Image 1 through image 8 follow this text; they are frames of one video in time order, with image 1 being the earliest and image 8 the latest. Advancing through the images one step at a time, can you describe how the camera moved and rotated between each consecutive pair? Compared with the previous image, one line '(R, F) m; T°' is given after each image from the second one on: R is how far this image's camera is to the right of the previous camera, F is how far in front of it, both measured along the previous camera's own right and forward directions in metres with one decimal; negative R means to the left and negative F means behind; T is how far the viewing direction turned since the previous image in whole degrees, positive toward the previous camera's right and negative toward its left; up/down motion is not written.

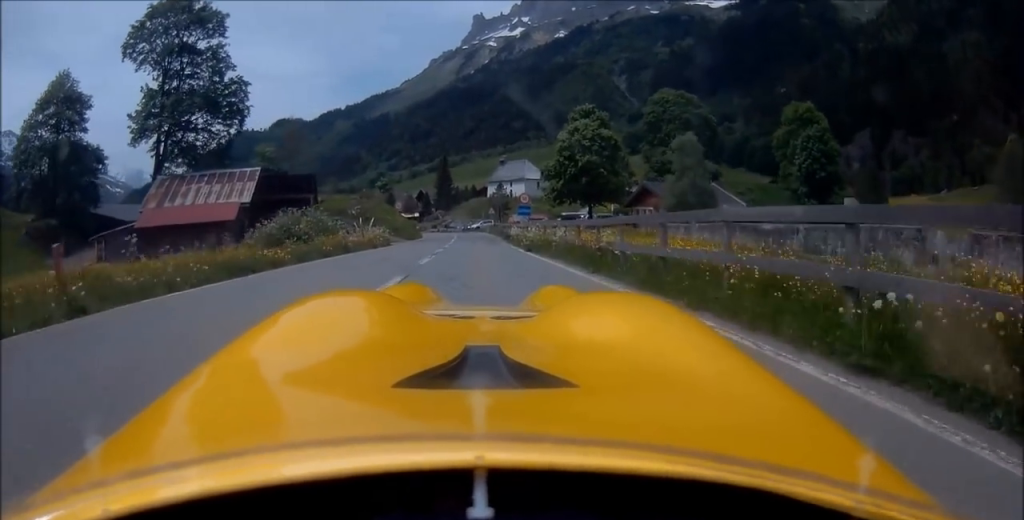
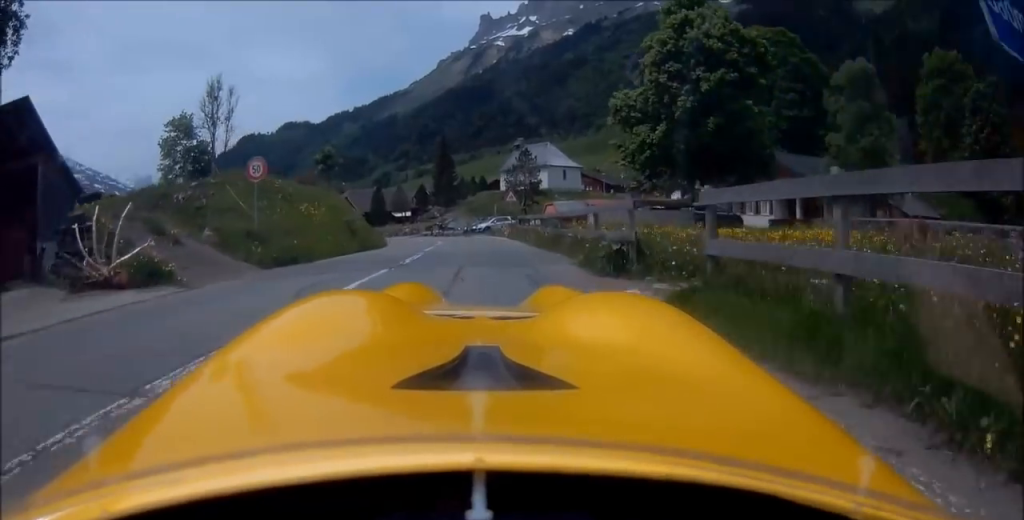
(+0.1, +28.7) m; -1°
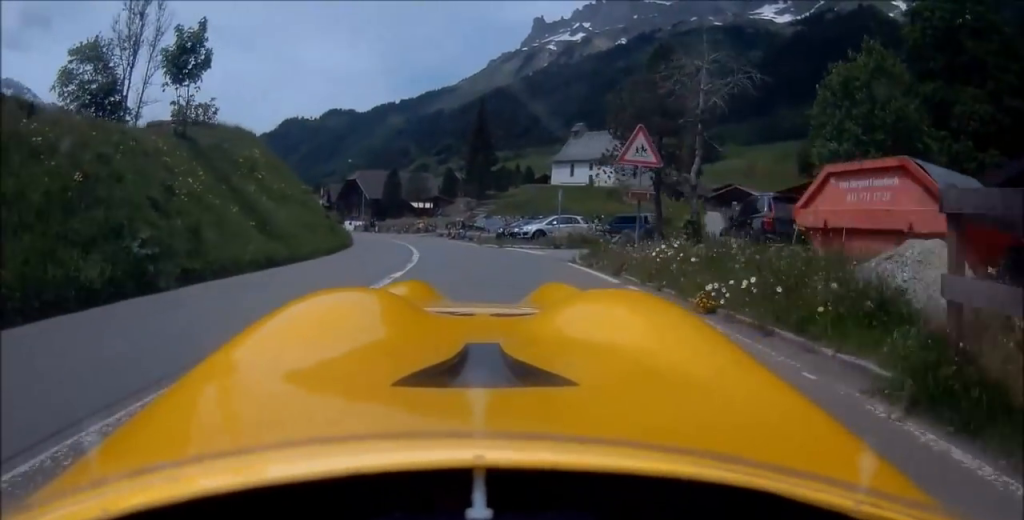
(-1.5, +24.0) m; -11°
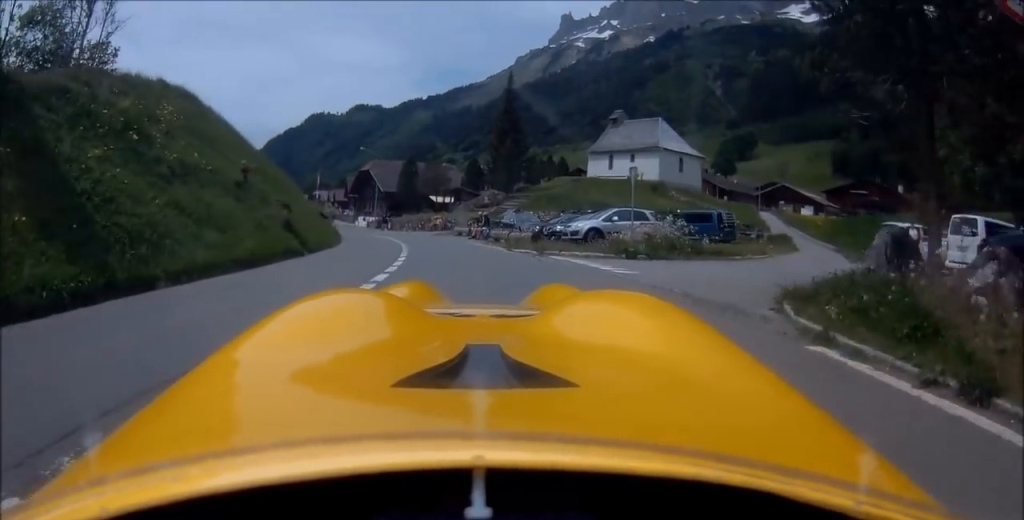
(-0.6, +9.2) m; -5°
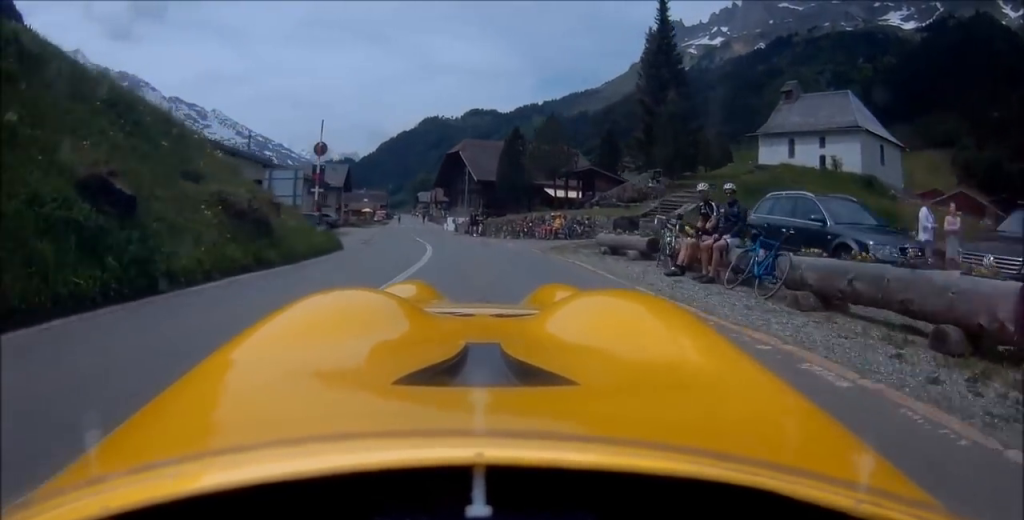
(-2.0, +22.8) m; -9°
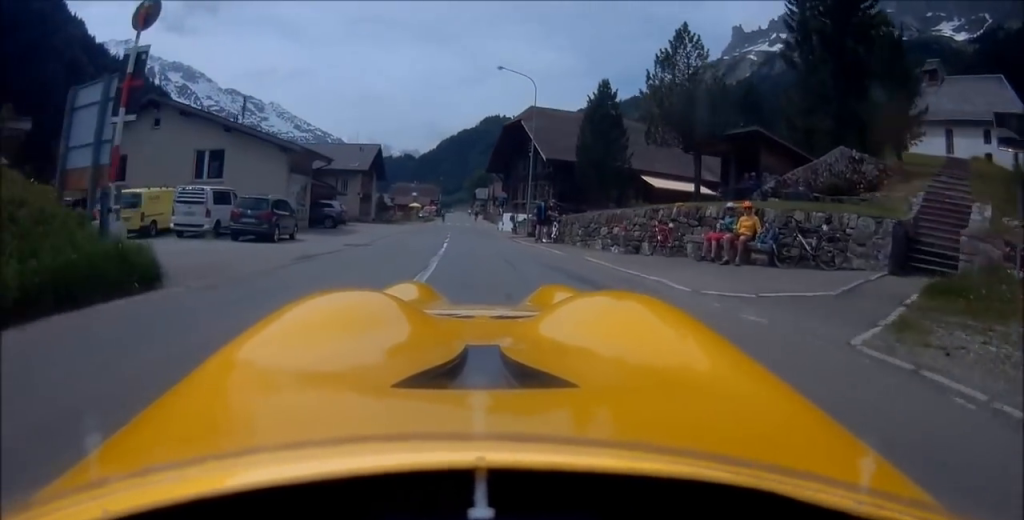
(-0.6, +16.2) m; -2°
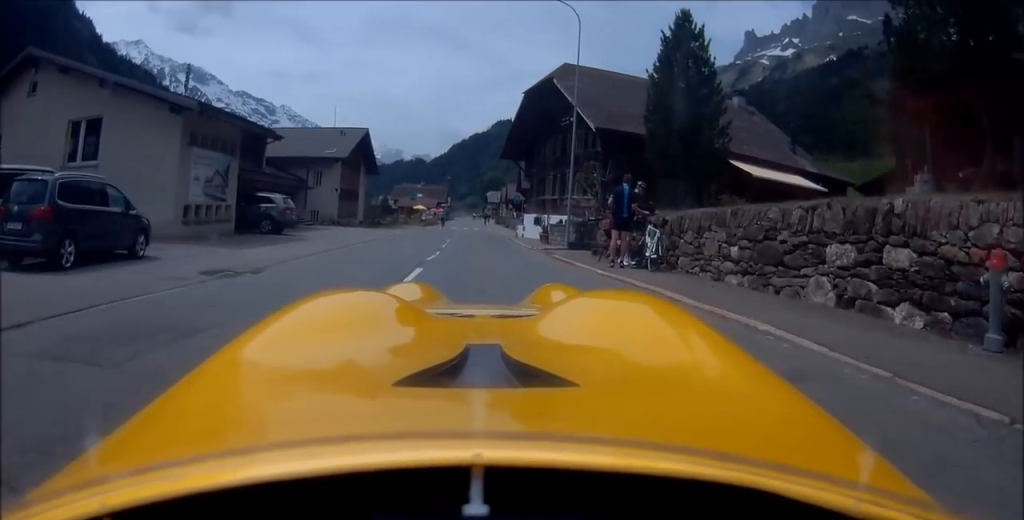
(0.0, +12.5) m; 0°
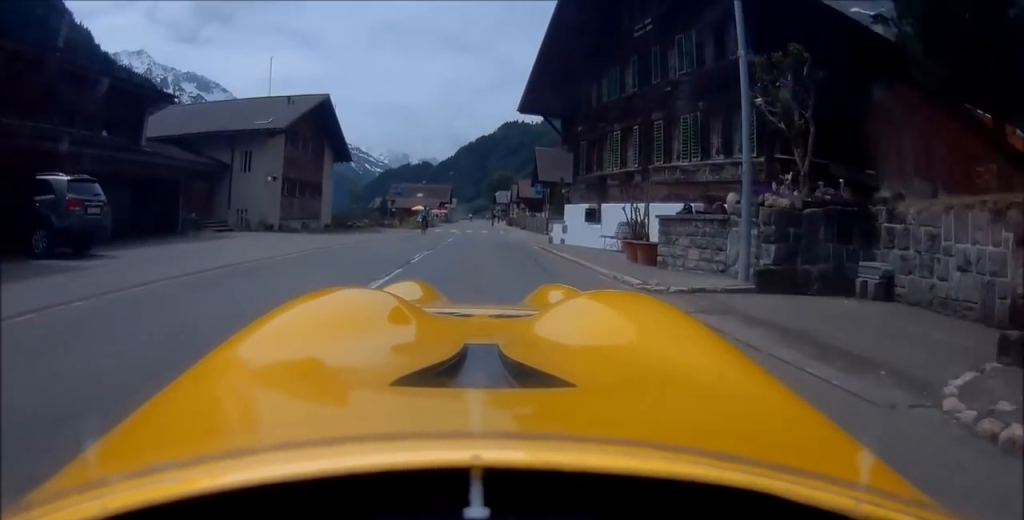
(0.0, +14.6) m; -2°
